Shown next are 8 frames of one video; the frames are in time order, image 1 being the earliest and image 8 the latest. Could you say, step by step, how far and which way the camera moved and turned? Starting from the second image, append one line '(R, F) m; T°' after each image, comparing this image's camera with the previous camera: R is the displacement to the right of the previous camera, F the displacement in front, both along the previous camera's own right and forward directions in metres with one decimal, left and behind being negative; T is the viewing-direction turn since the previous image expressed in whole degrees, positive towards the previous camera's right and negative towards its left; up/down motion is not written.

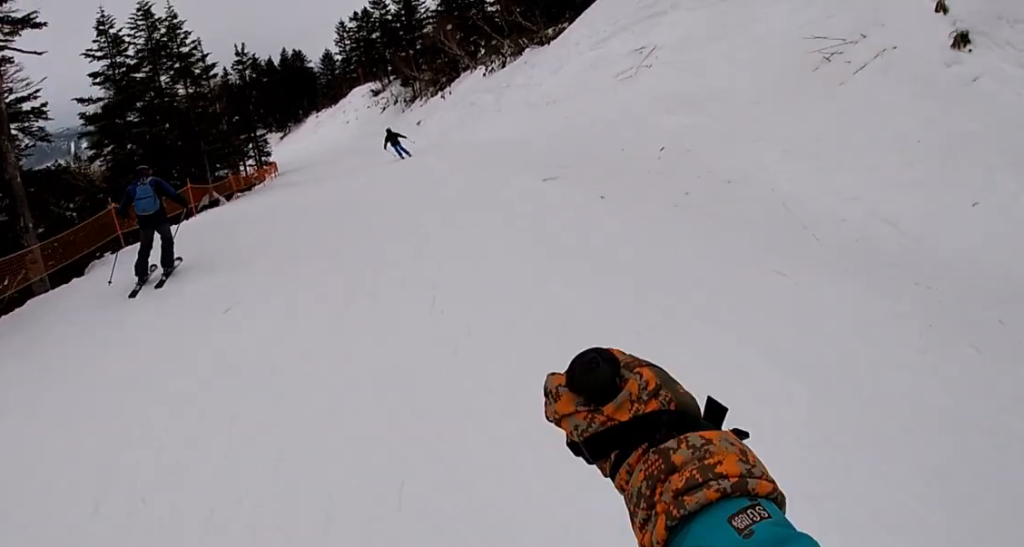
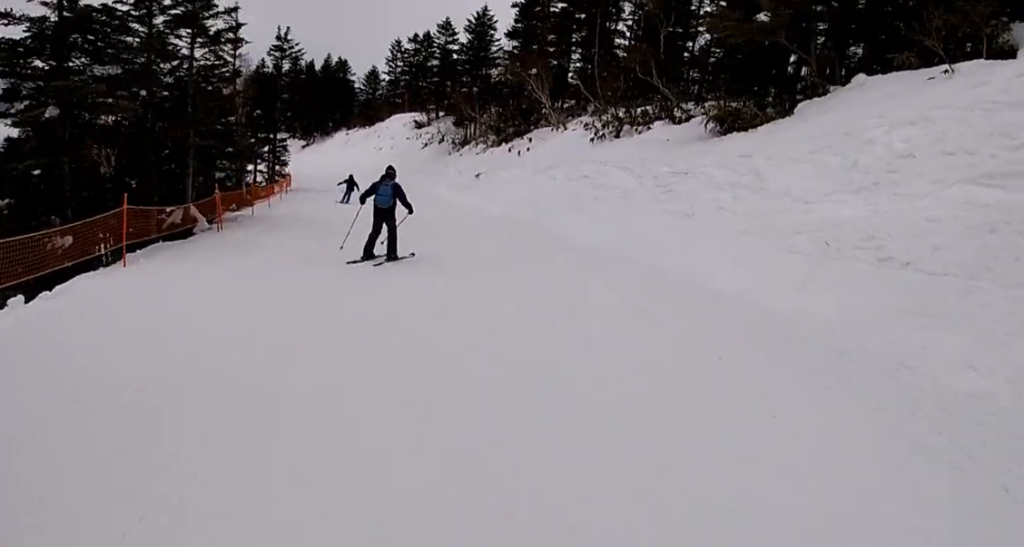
(-0.8, +8.5) m; -2°
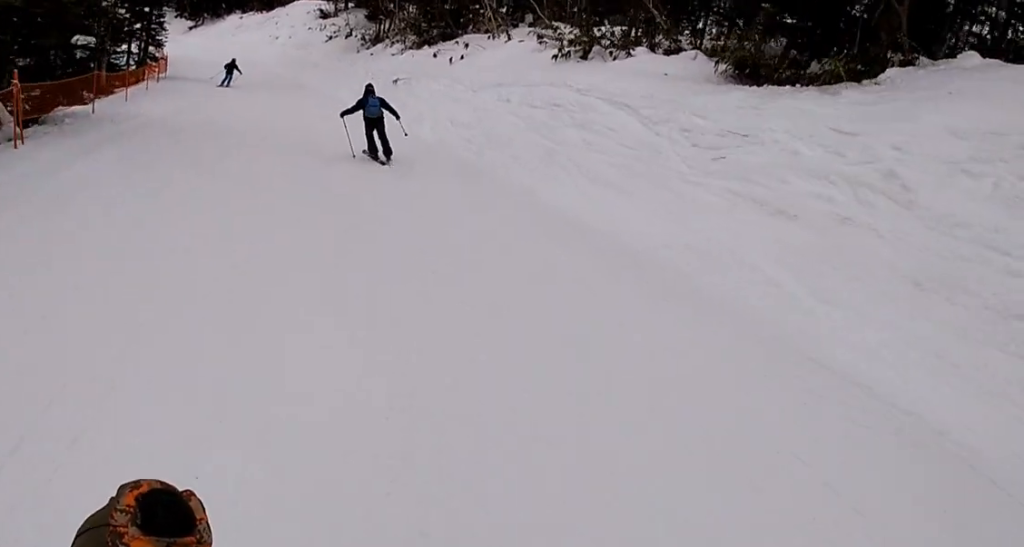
(+0.2, +4.7) m; +2°
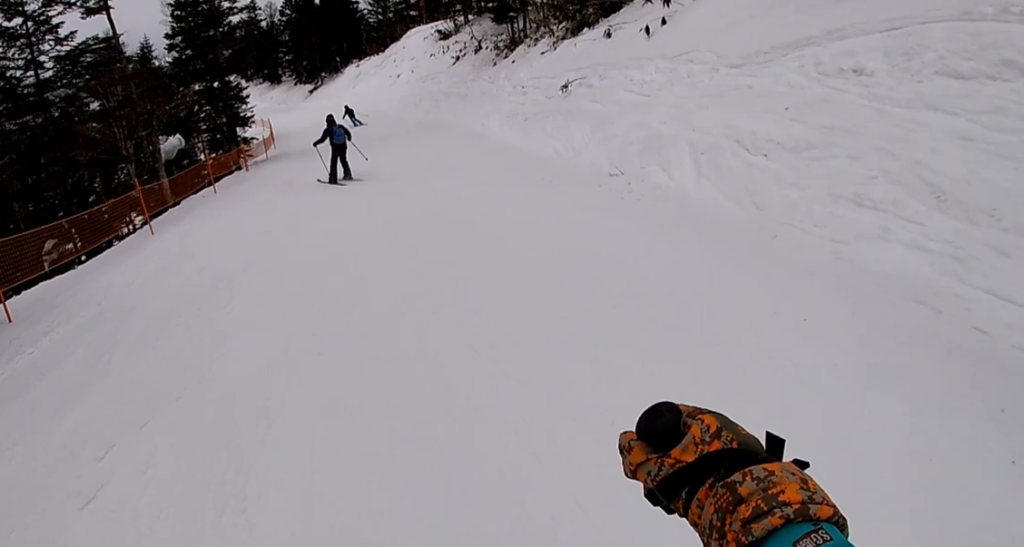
(-0.2, +8.8) m; -5°
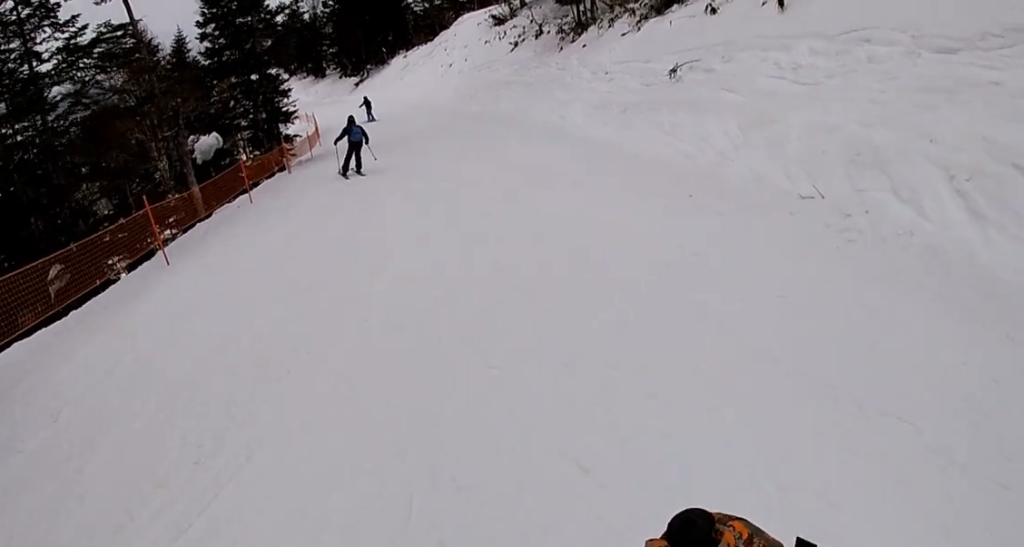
(0.0, +2.9) m; -1°
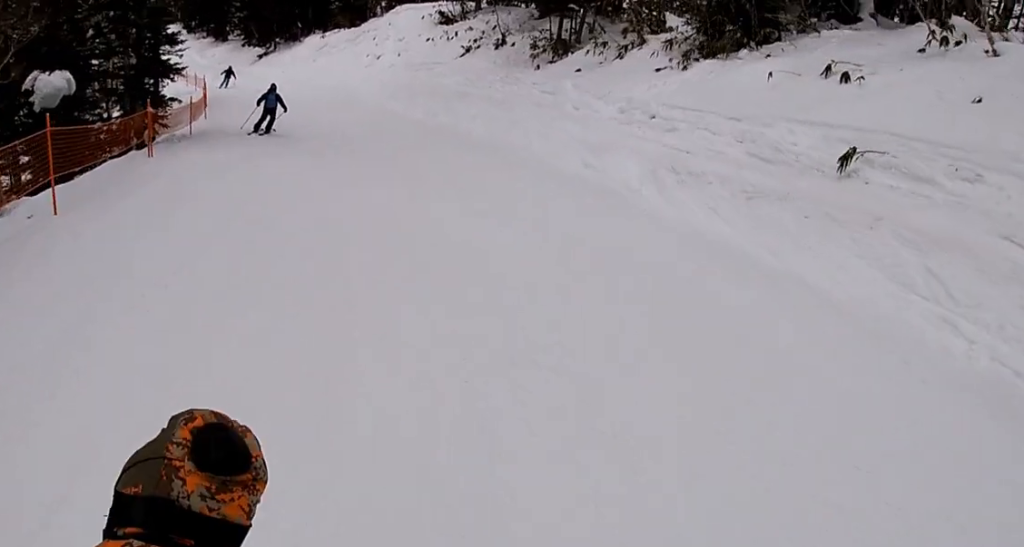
(0.0, +6.4) m; +4°
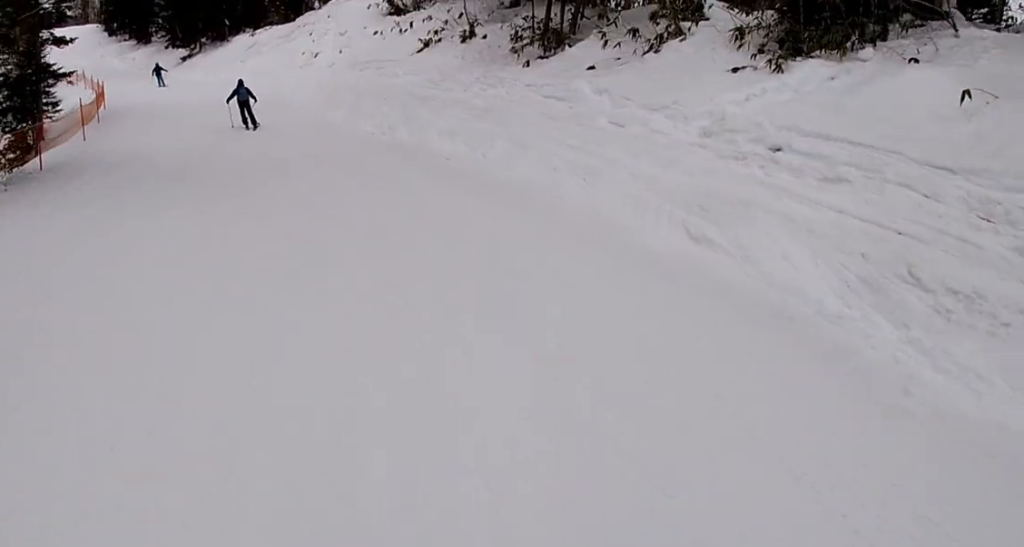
(+0.1, +5.4) m; +7°
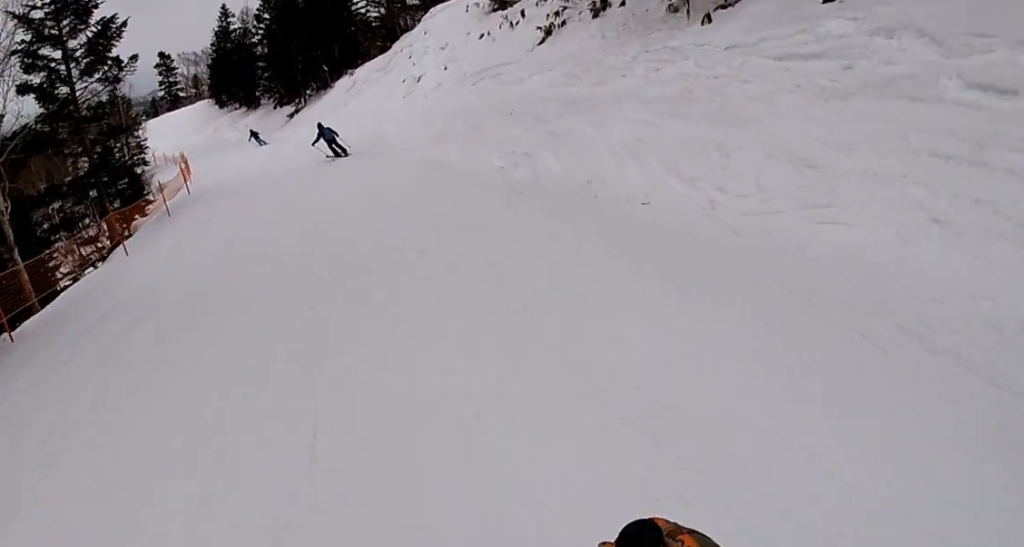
(+1.3, +4.9) m; -10°
